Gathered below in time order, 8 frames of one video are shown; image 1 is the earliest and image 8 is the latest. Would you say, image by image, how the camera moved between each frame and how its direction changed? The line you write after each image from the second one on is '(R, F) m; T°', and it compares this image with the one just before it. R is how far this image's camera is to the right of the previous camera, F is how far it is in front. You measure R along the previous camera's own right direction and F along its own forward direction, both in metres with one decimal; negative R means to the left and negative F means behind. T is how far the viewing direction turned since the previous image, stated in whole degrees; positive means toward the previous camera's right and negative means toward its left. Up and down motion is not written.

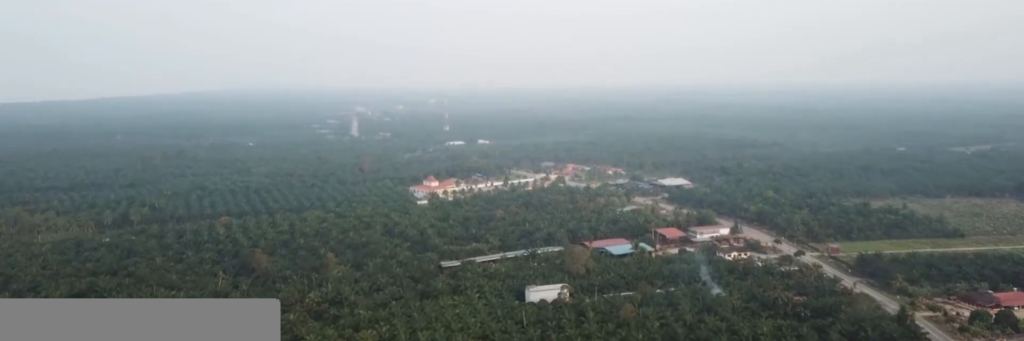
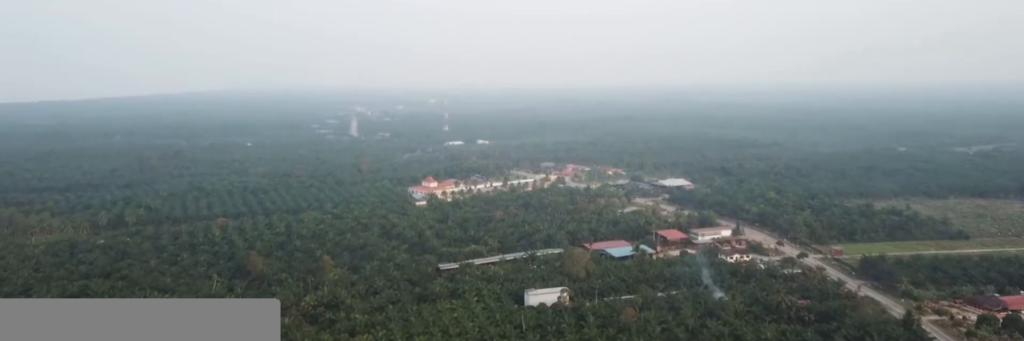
(0.0, +5.7) m; 0°
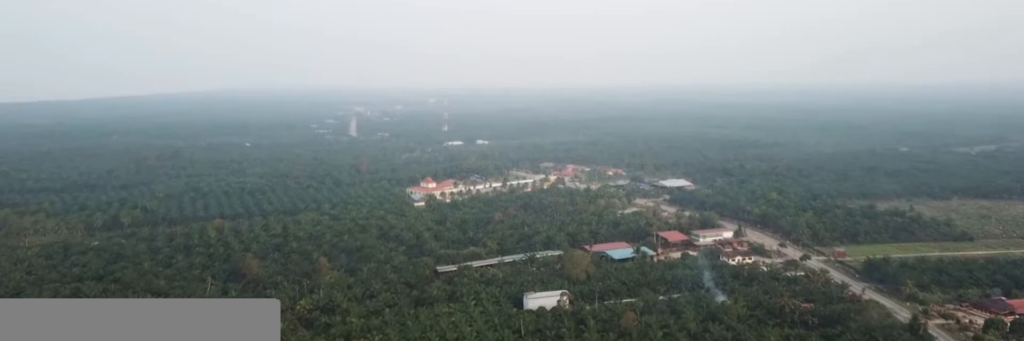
(0.0, +5.6) m; 0°
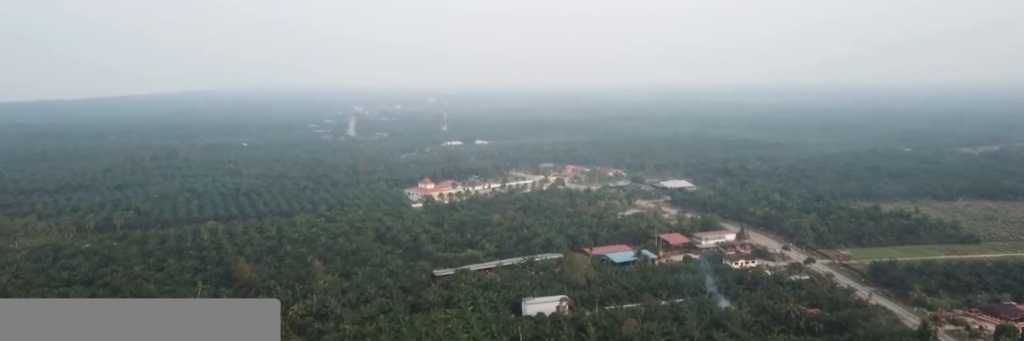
(0.0, +8.4) m; 0°
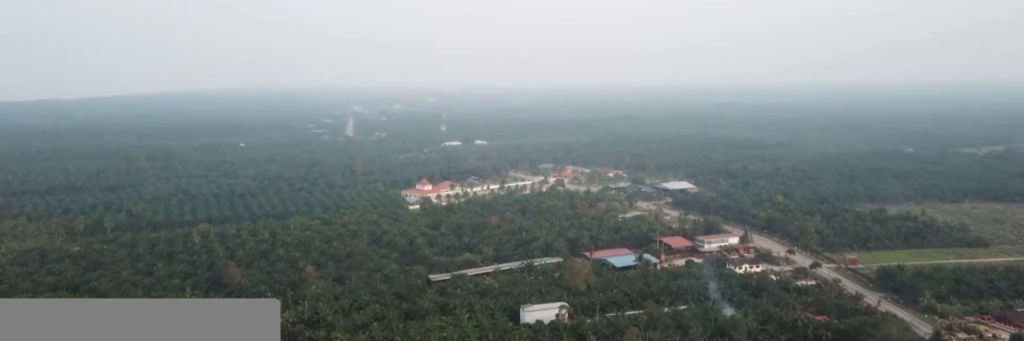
(0.0, +10.5) m; 0°
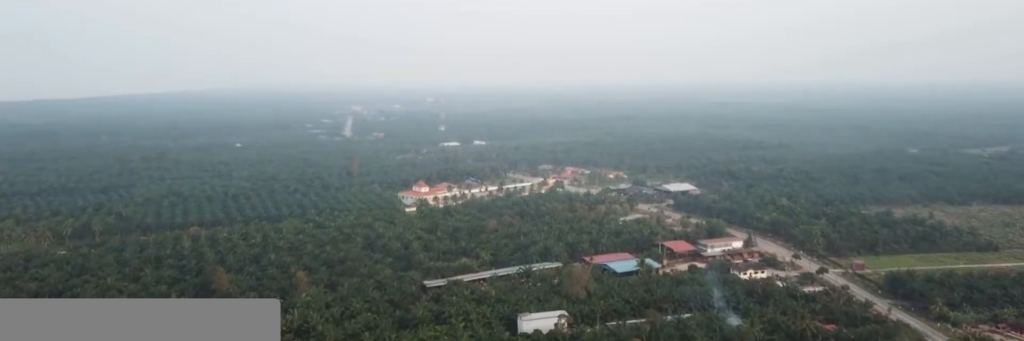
(0.0, +12.2) m; +1°
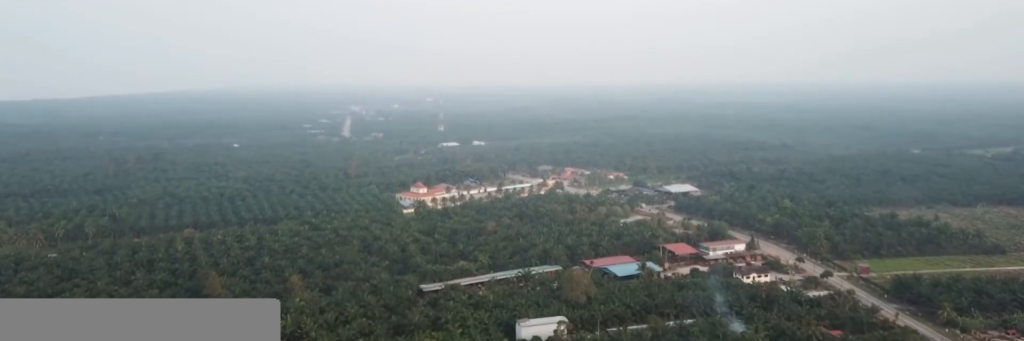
(0.0, +7.6) m; +1°
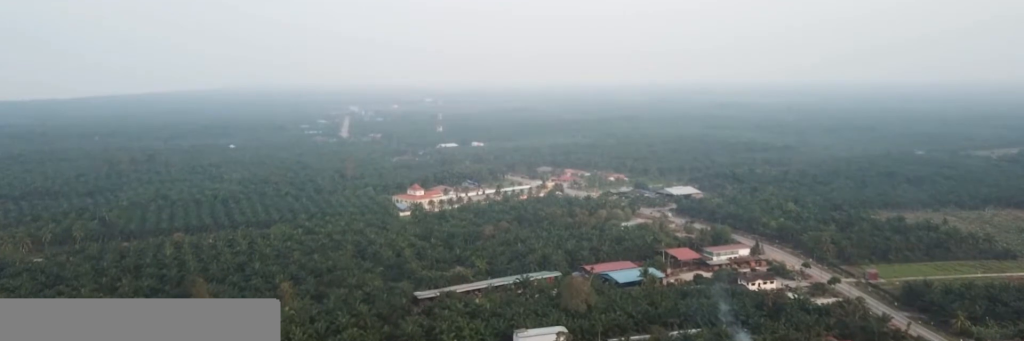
(-0.1, +12.1) m; -3°
